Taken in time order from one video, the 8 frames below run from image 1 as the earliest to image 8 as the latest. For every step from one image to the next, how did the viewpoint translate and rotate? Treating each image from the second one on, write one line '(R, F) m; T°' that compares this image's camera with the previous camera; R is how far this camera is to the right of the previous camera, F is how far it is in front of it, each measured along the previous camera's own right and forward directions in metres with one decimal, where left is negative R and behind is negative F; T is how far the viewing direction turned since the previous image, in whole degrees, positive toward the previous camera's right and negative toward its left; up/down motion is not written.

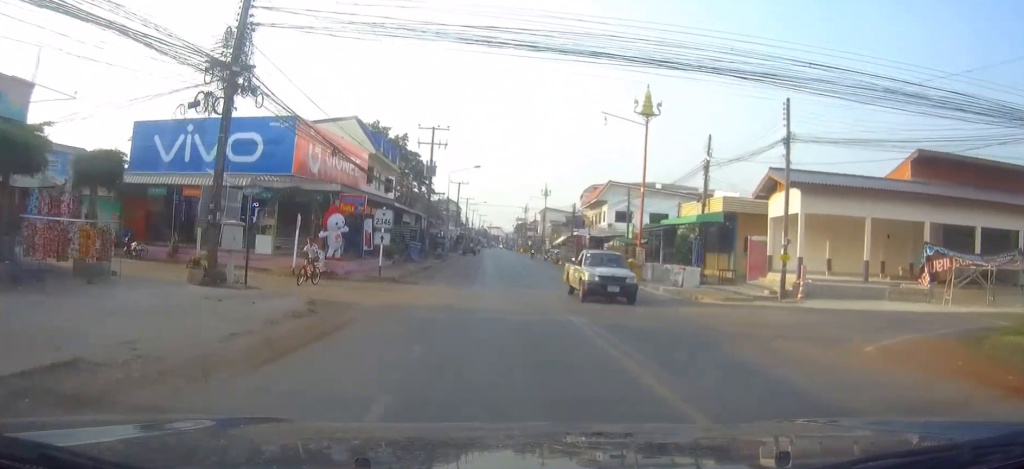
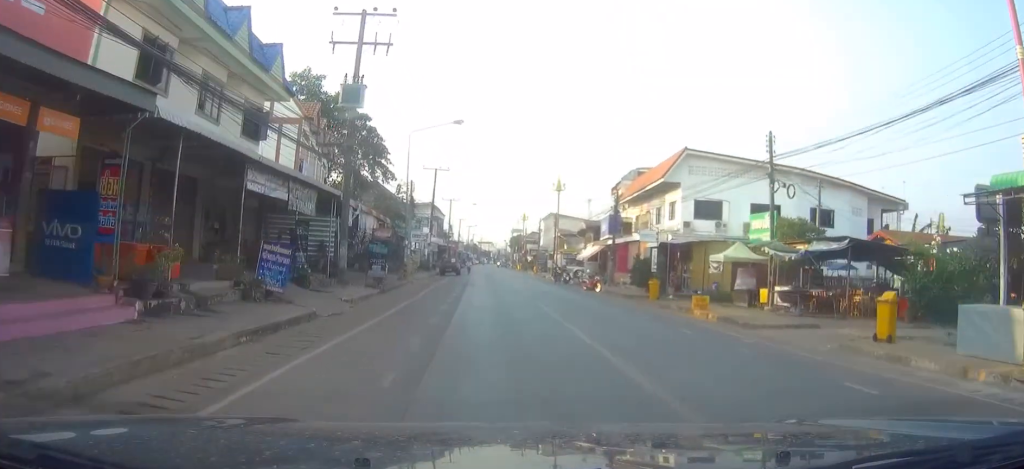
(+0.4, +30.9) m; +2°
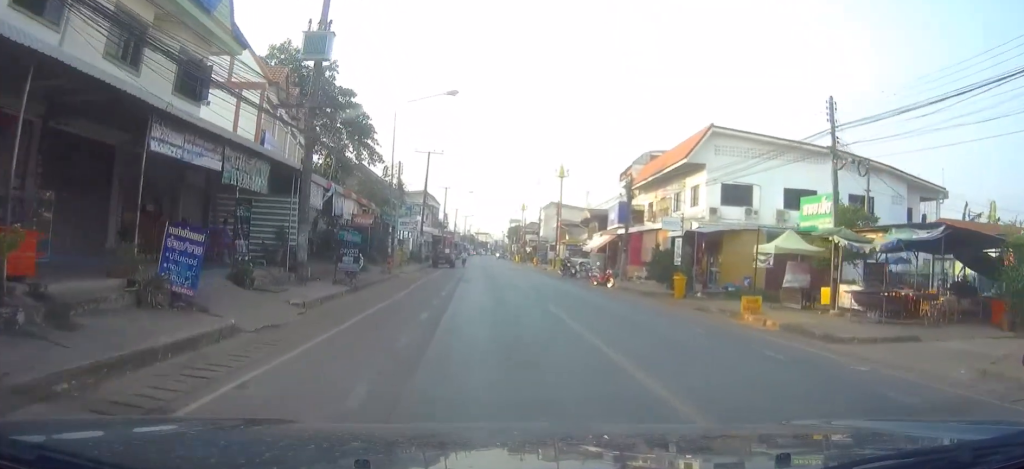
(0.0, +5.8) m; +1°
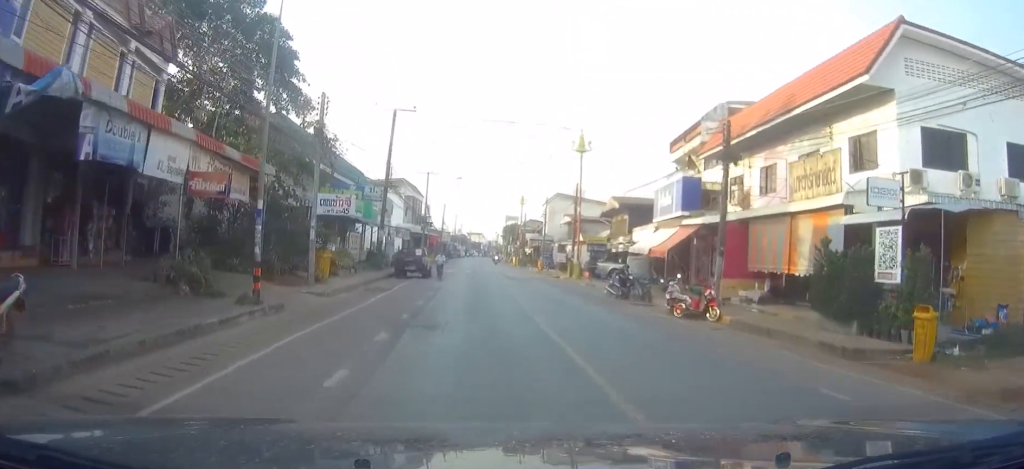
(+0.2, +19.2) m; -1°
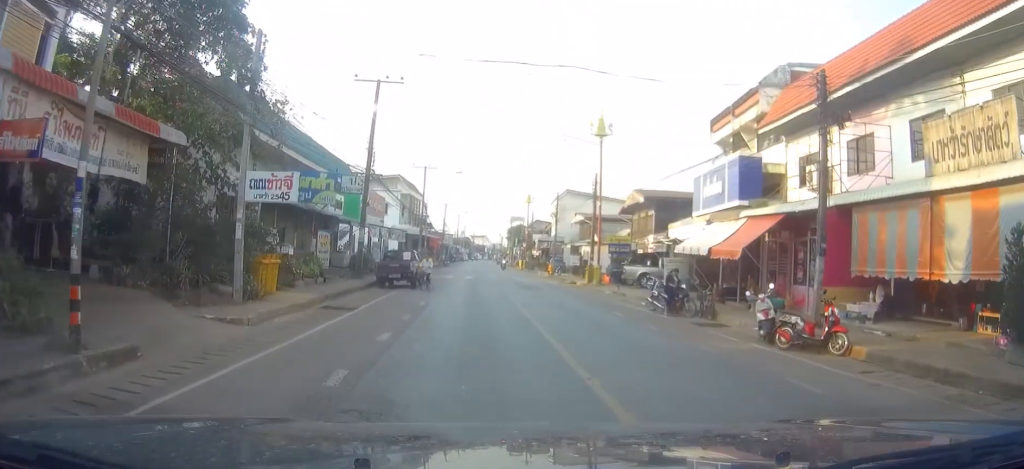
(-0.1, +7.7) m; 0°
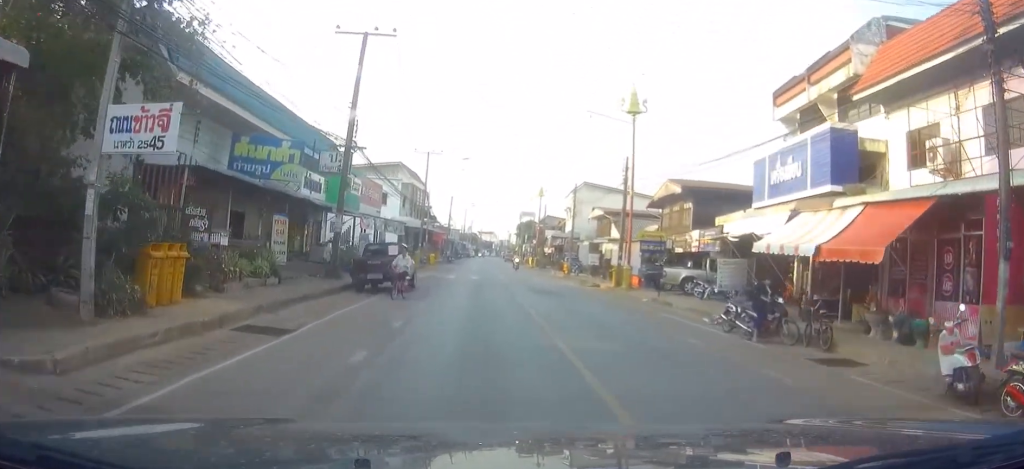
(0.0, +6.9) m; 0°
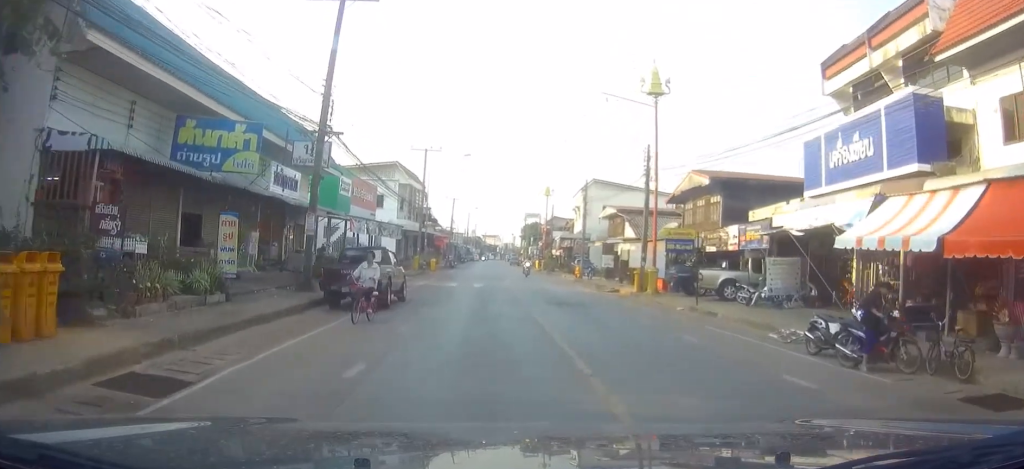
(+0.1, +5.0) m; 0°
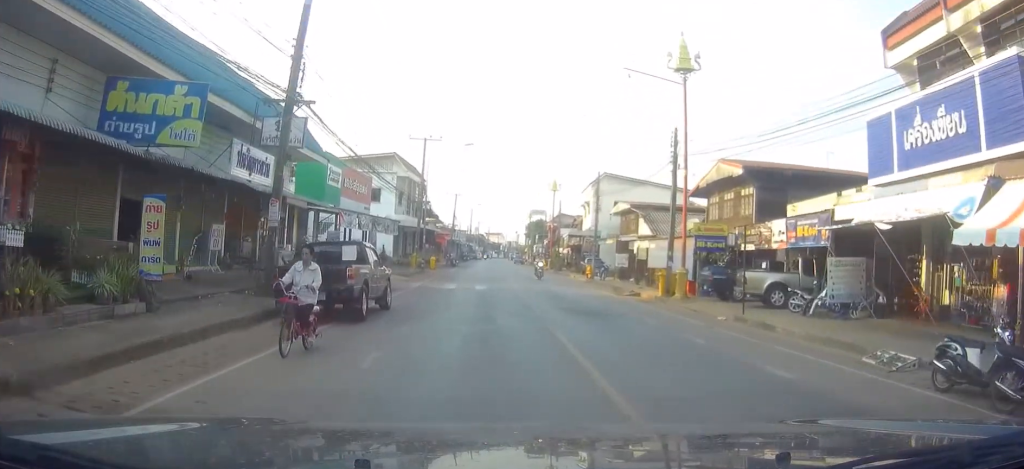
(0.0, +4.3) m; 0°
